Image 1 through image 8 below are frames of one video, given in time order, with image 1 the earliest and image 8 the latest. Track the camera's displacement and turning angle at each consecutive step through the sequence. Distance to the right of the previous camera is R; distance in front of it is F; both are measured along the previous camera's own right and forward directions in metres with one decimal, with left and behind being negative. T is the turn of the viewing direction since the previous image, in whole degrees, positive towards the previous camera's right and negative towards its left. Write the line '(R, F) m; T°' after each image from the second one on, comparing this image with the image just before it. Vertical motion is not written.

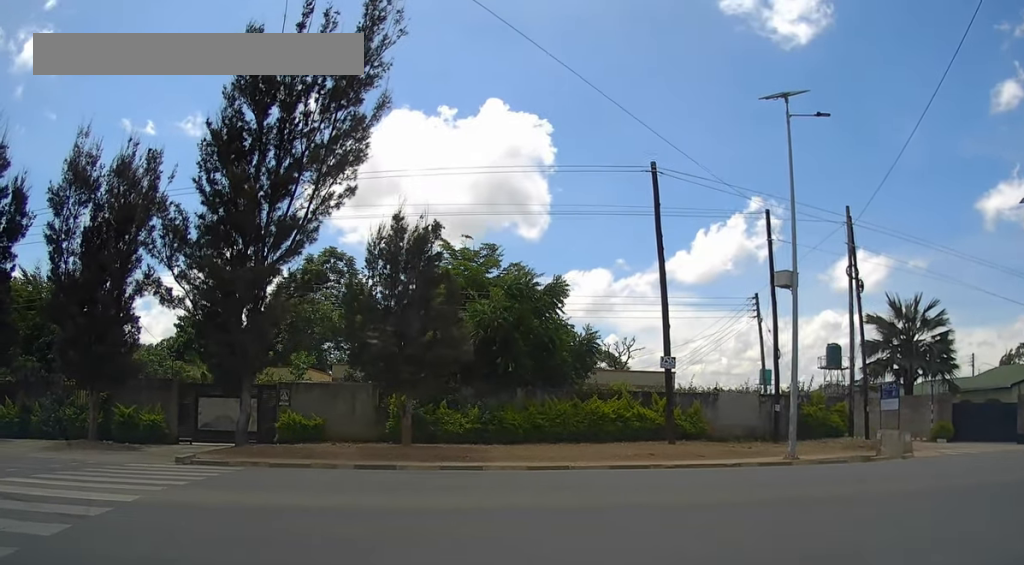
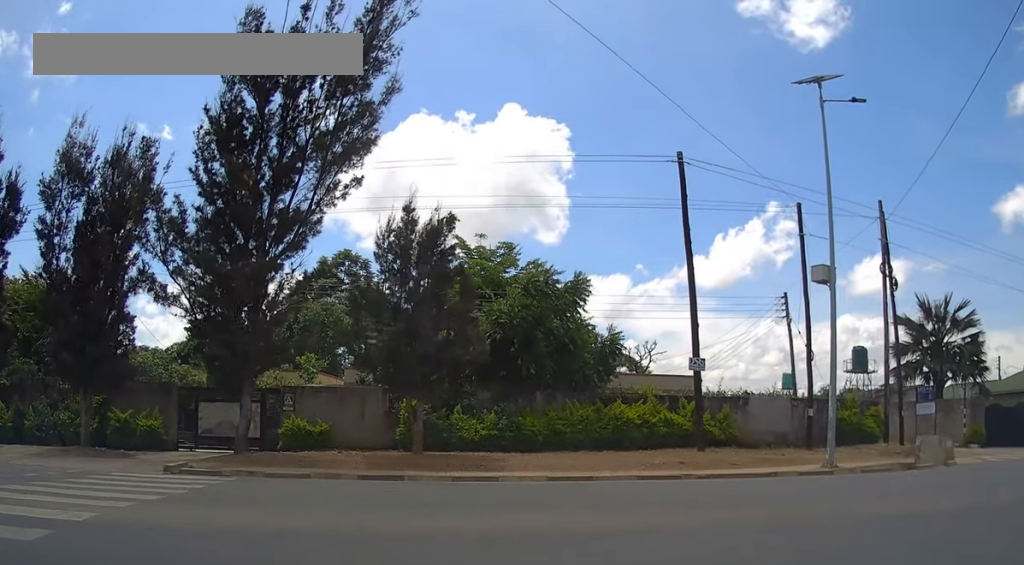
(+0.1, +1.5) m; +6°
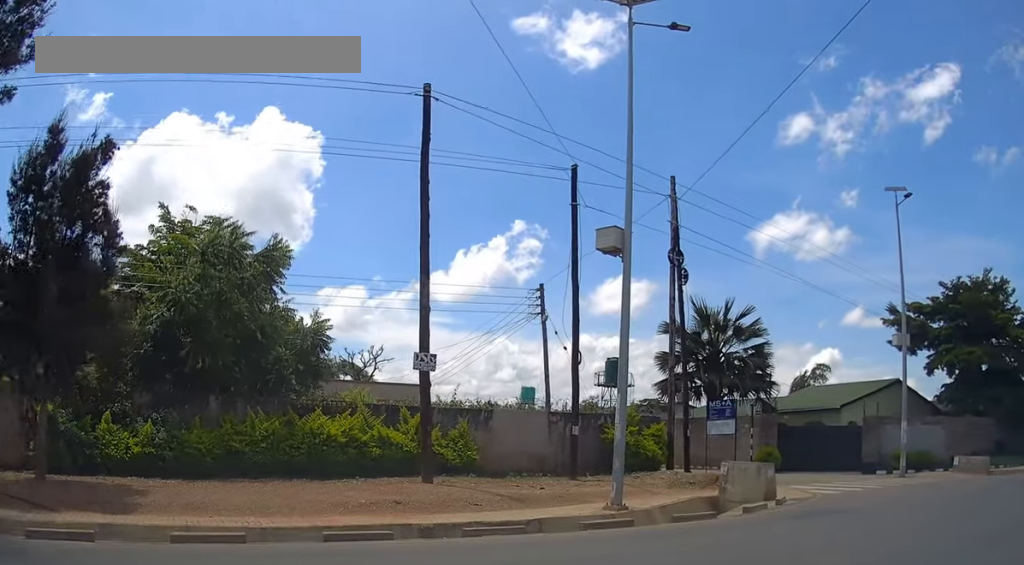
(+1.1, +5.7) m; +26°
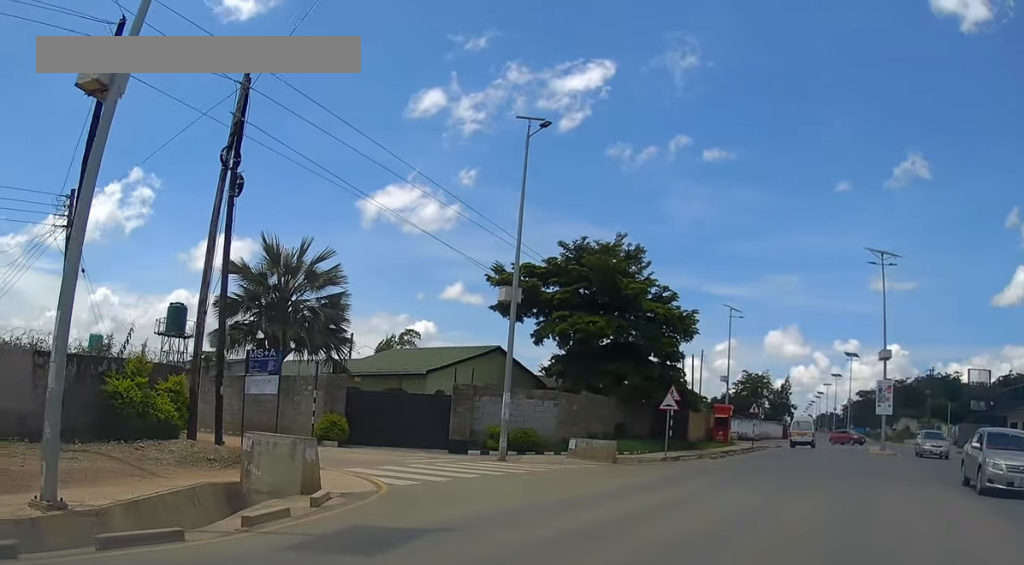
(+1.4, +5.8) m; +23°
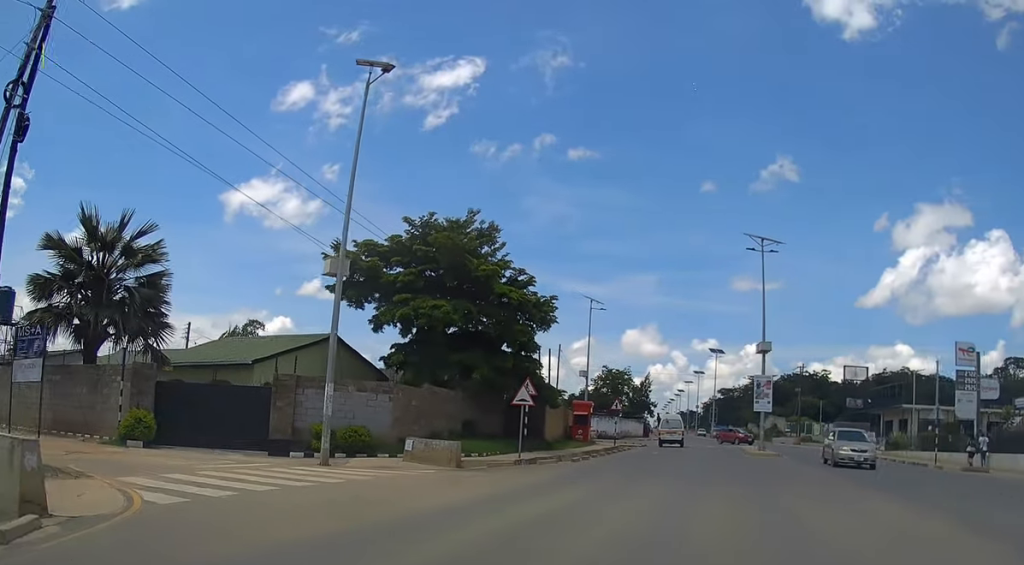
(+0.3, +3.7) m; +10°
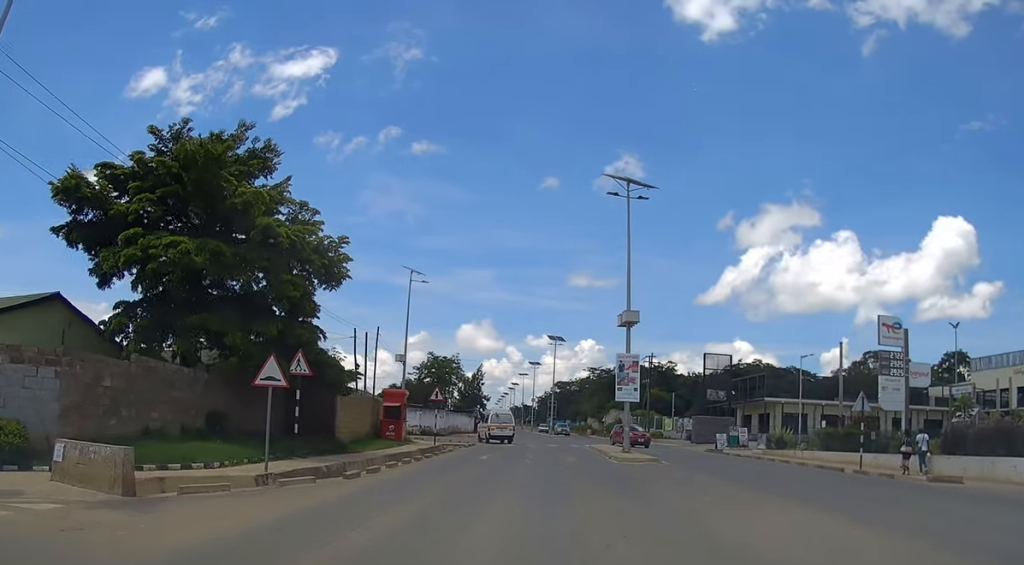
(+1.4, +9.6) m; +11°
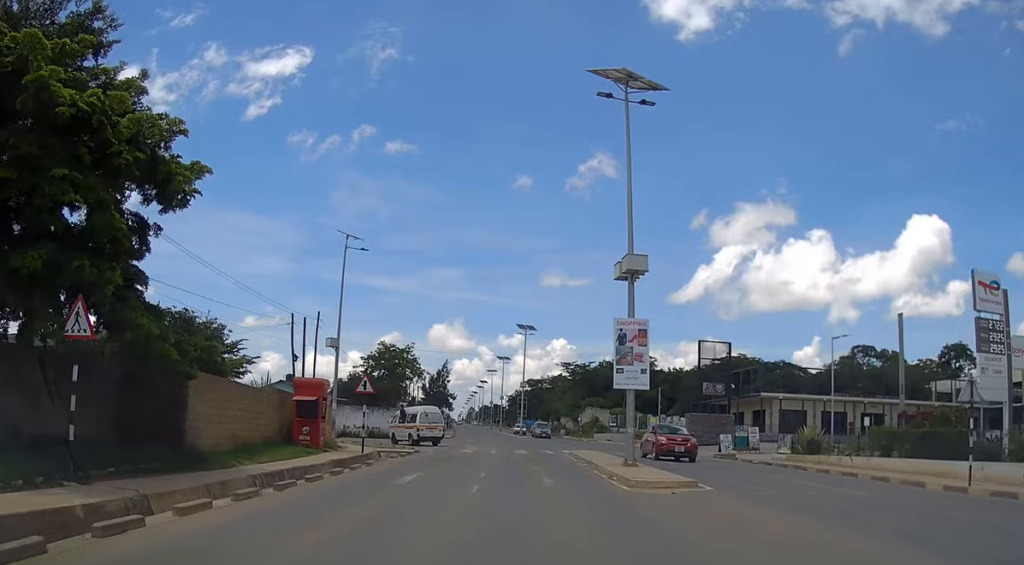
(+0.1, +10.0) m; +1°
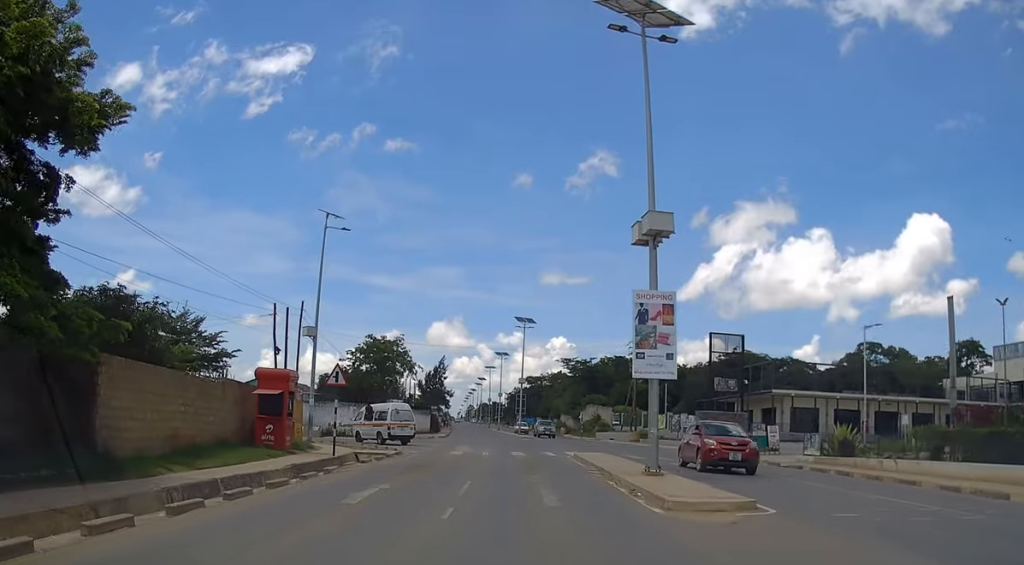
(0.0, +3.9) m; 0°
